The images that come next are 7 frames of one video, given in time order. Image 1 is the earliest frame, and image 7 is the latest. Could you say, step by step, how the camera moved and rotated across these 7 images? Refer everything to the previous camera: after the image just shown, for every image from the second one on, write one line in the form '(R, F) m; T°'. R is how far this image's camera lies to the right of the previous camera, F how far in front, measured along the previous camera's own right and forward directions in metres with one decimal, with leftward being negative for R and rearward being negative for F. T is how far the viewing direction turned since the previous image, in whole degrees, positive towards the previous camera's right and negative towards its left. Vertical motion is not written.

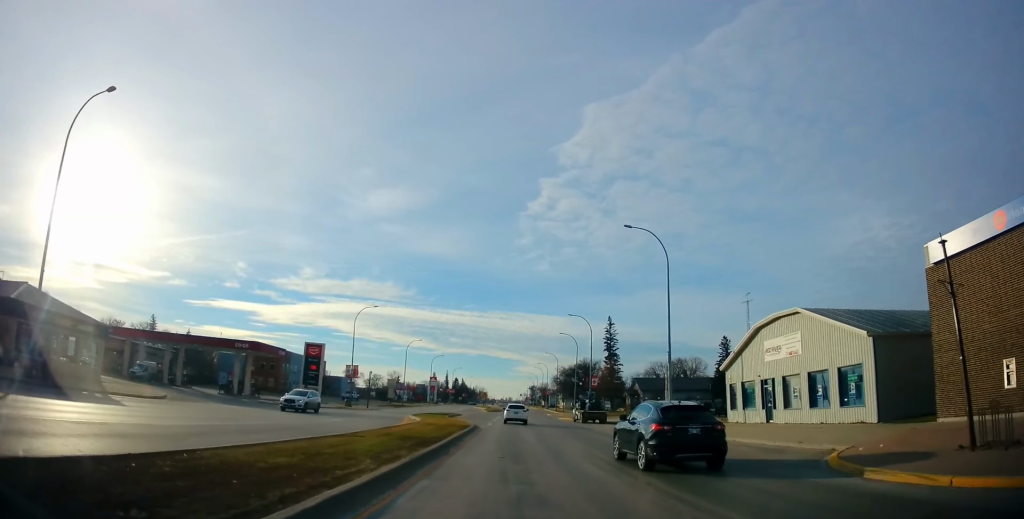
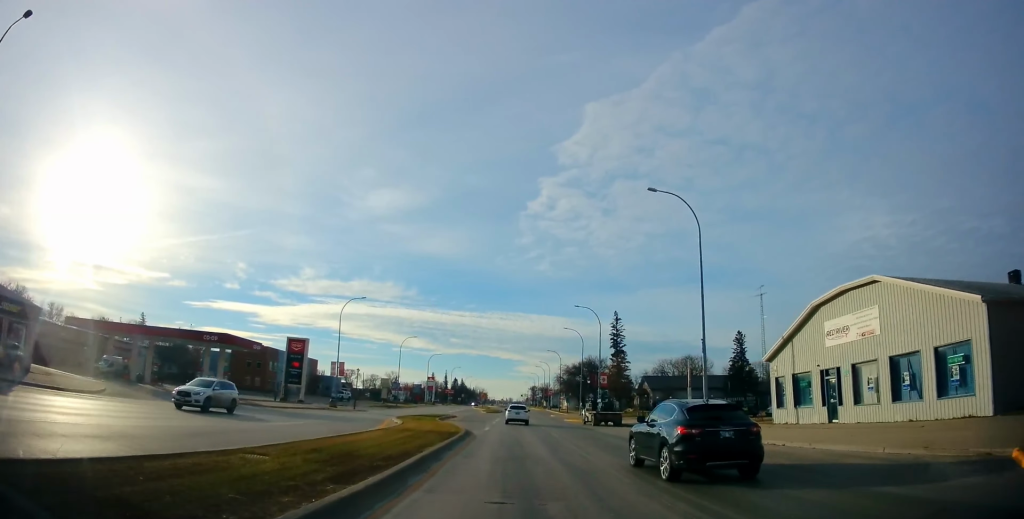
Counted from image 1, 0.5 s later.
(0.0, +7.3) m; 0°
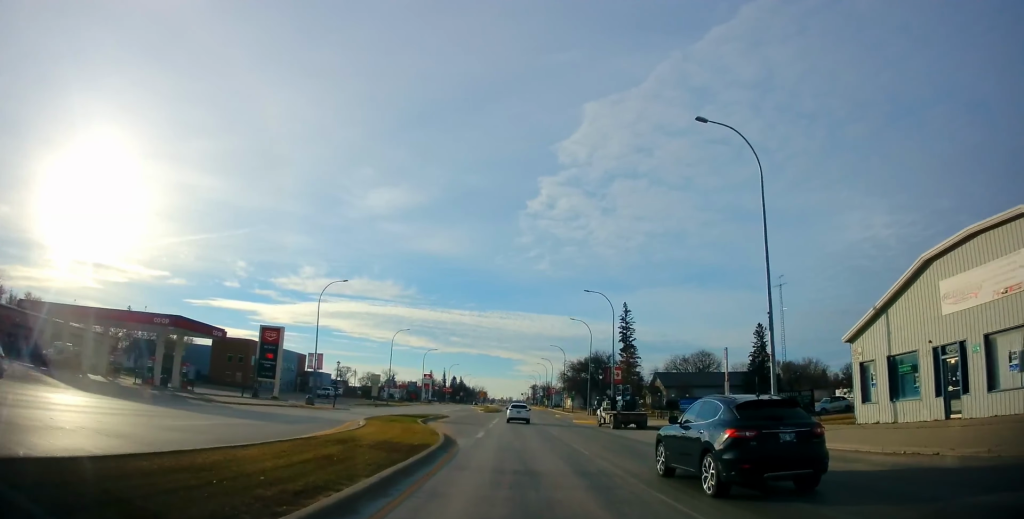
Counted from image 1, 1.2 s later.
(0.0, +9.1) m; 0°
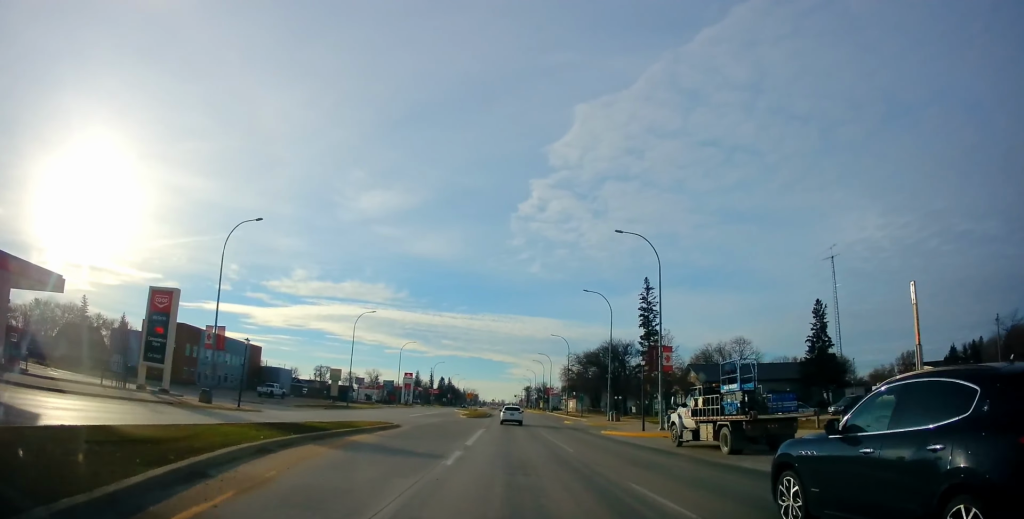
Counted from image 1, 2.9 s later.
(0.0, +22.8) m; 0°
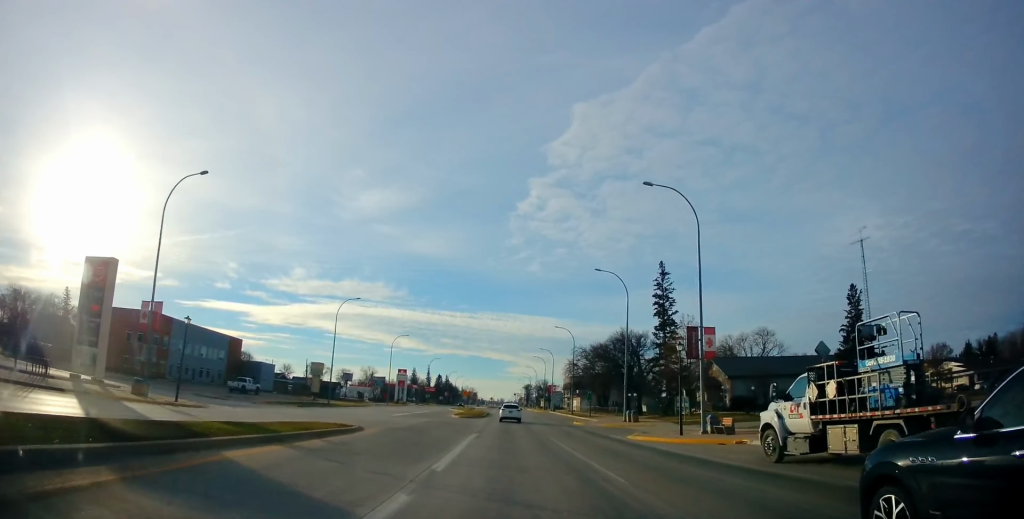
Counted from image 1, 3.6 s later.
(0.0, +9.3) m; 0°
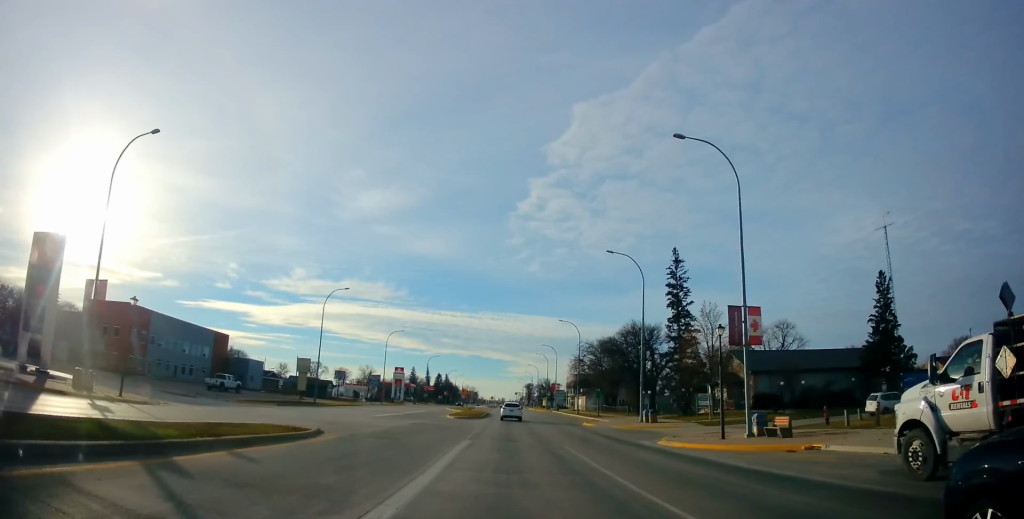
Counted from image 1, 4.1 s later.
(0.0, +6.1) m; 0°
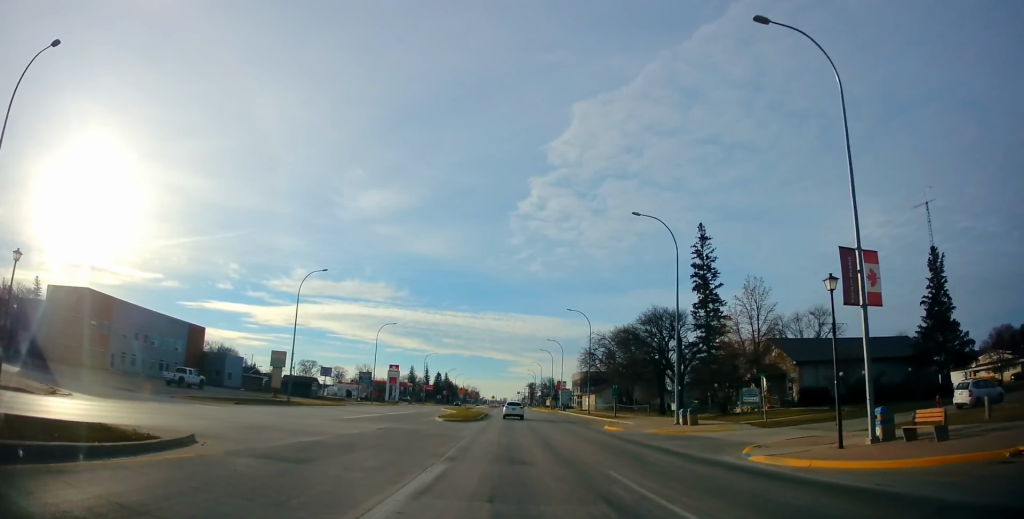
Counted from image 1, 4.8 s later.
(0.0, +9.5) m; 0°
